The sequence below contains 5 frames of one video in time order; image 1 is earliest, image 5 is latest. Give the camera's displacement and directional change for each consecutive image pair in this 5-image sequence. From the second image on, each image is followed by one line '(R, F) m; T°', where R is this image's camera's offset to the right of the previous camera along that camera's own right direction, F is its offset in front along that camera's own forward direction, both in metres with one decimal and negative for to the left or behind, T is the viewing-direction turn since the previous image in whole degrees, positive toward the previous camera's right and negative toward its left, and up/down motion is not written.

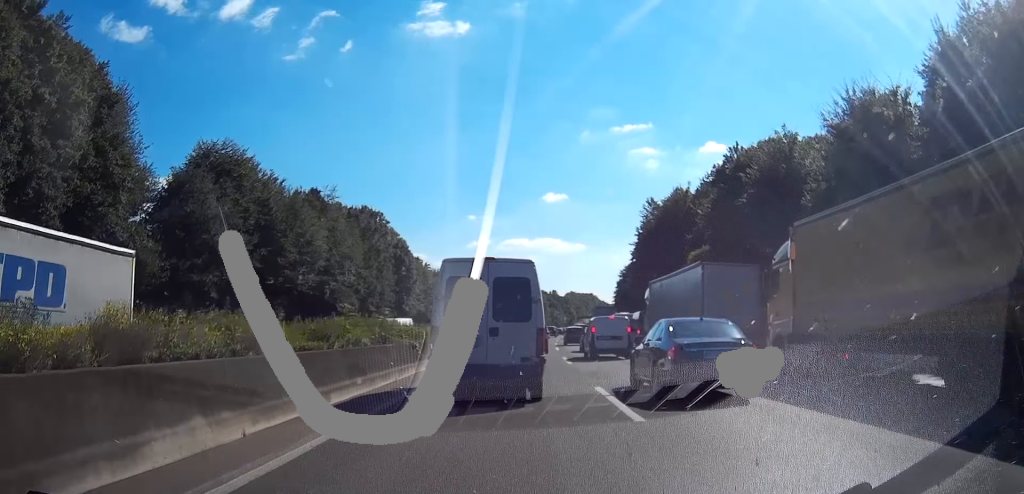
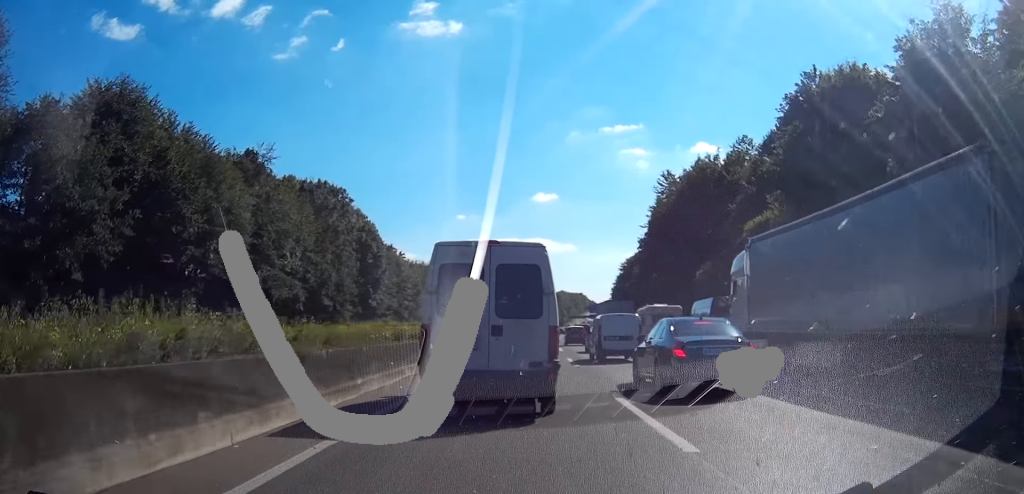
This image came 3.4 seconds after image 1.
(+0.3, +18.3) m; -2°
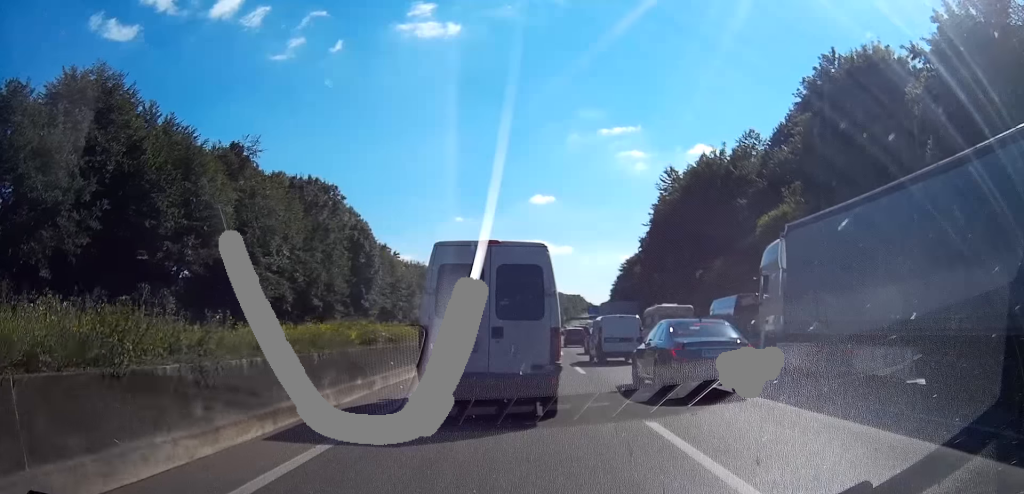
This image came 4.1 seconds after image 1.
(-0.2, +3.0) m; -1°
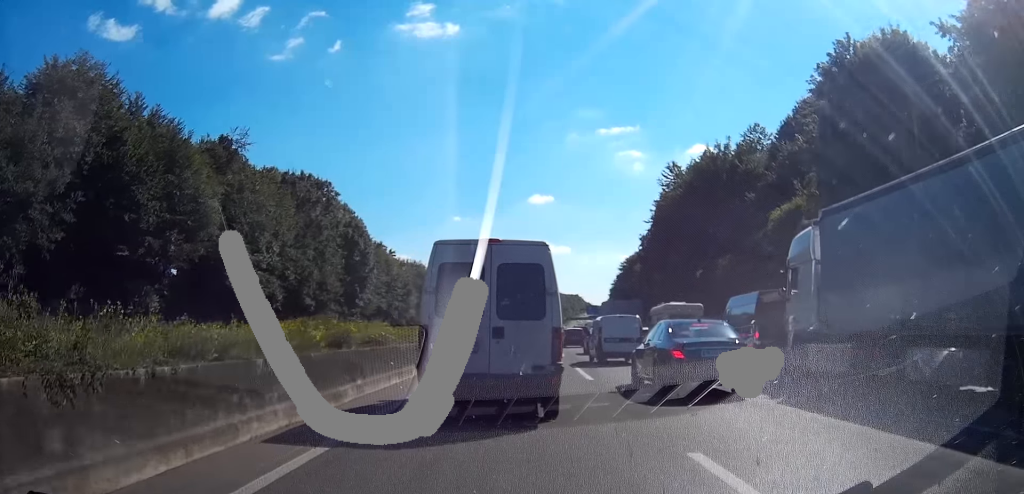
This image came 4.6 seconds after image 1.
(-0.1, +2.2) m; 0°
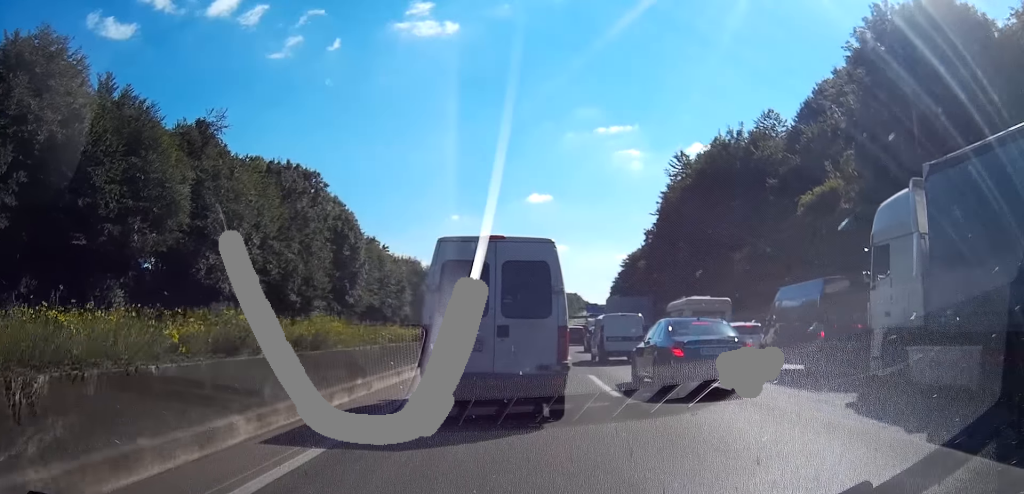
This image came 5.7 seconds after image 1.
(+0.3, +4.8) m; +5°
